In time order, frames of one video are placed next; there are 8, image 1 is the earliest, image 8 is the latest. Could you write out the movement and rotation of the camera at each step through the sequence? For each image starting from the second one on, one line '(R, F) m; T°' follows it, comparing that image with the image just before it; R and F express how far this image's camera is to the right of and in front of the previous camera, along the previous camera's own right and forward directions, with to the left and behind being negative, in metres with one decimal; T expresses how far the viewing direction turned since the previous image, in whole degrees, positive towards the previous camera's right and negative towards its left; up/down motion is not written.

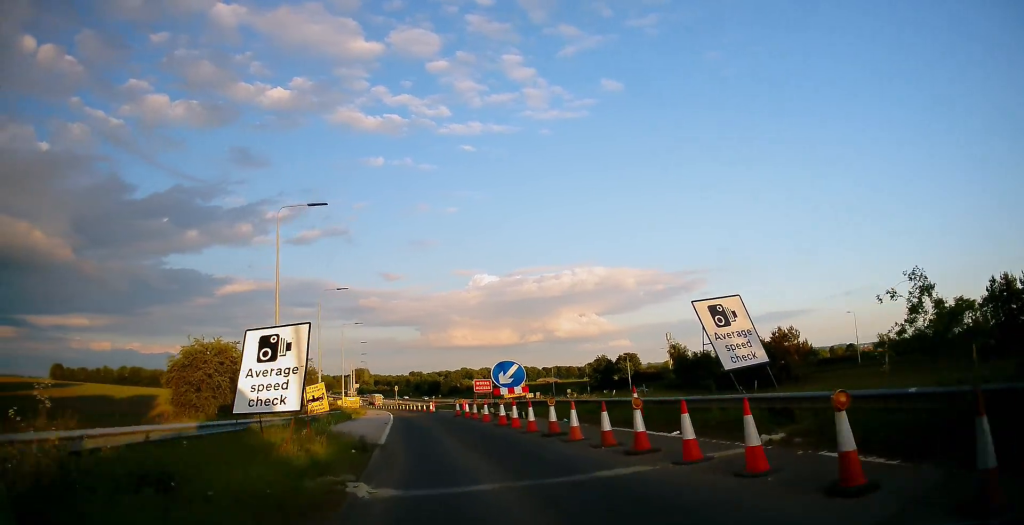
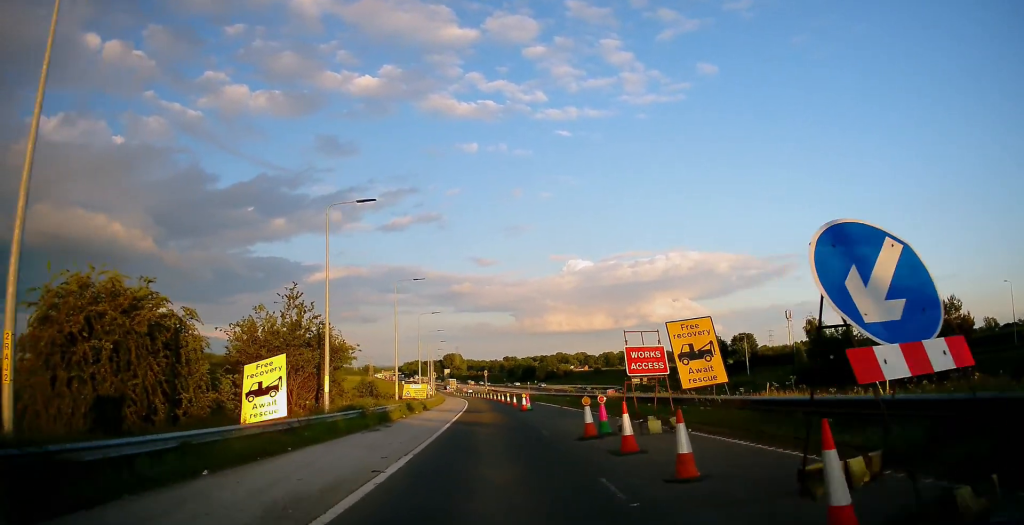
(-1.2, +21.9) m; -4°
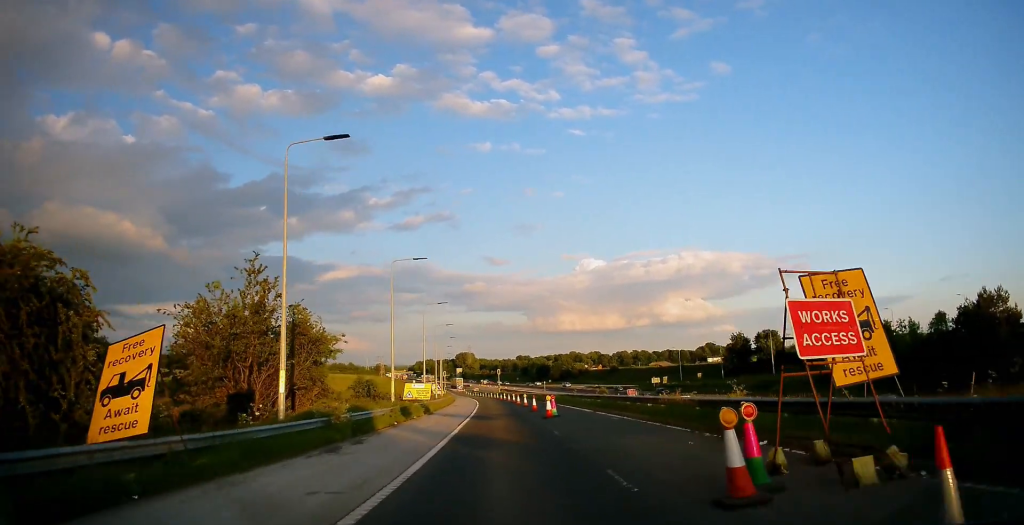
(-0.1, +8.5) m; 0°
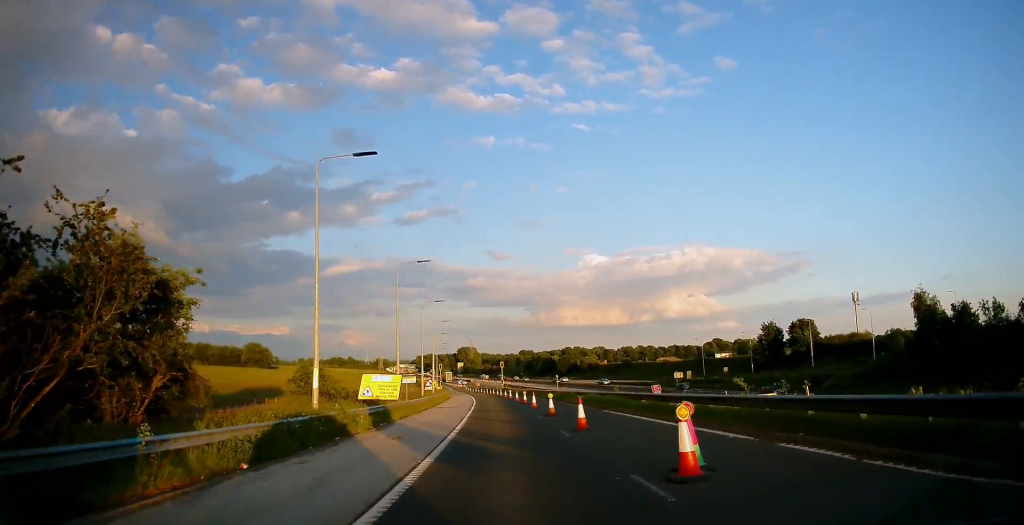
(+0.1, +19.7) m; -1°
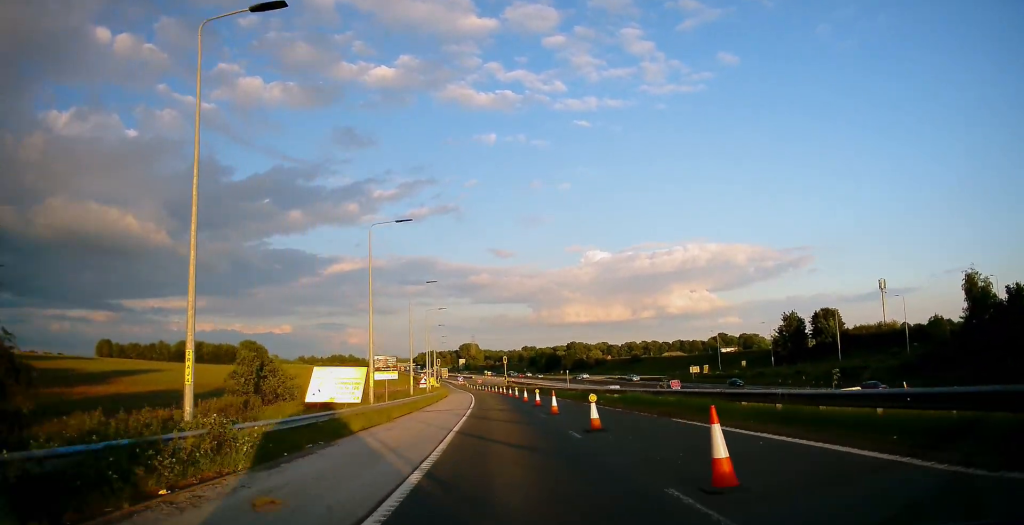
(-0.2, +10.8) m; -1°
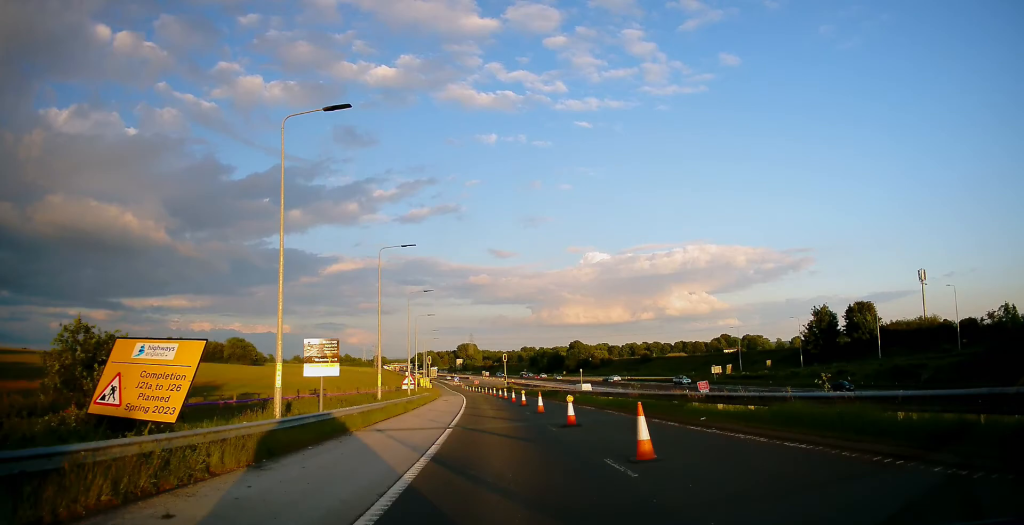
(0.0, +15.1) m; -1°
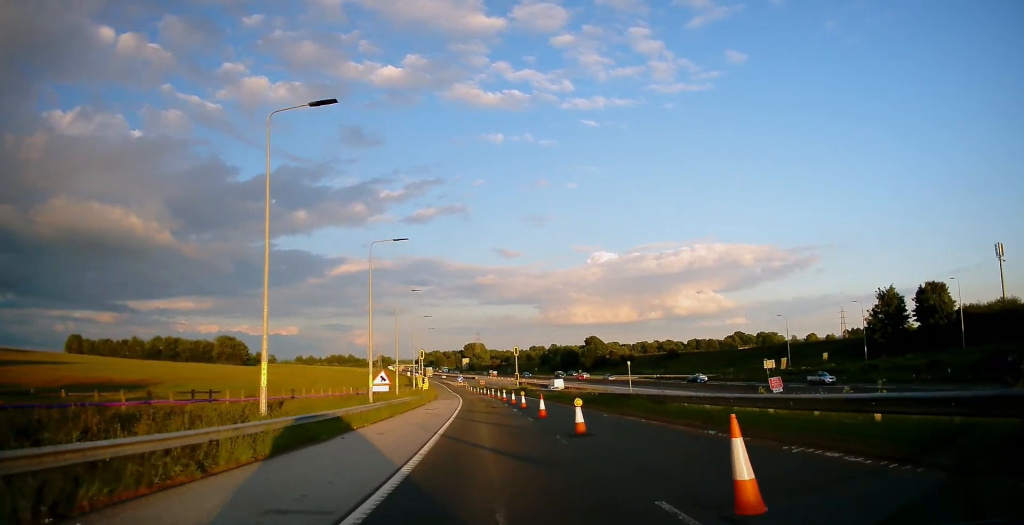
(-0.3, +21.9) m; -2°
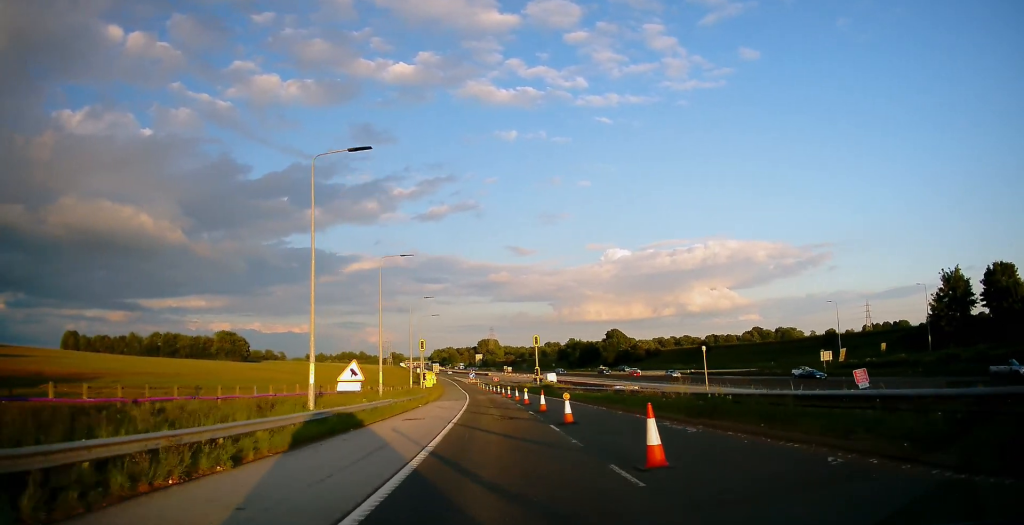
(-0.1, +15.0) m; 0°
